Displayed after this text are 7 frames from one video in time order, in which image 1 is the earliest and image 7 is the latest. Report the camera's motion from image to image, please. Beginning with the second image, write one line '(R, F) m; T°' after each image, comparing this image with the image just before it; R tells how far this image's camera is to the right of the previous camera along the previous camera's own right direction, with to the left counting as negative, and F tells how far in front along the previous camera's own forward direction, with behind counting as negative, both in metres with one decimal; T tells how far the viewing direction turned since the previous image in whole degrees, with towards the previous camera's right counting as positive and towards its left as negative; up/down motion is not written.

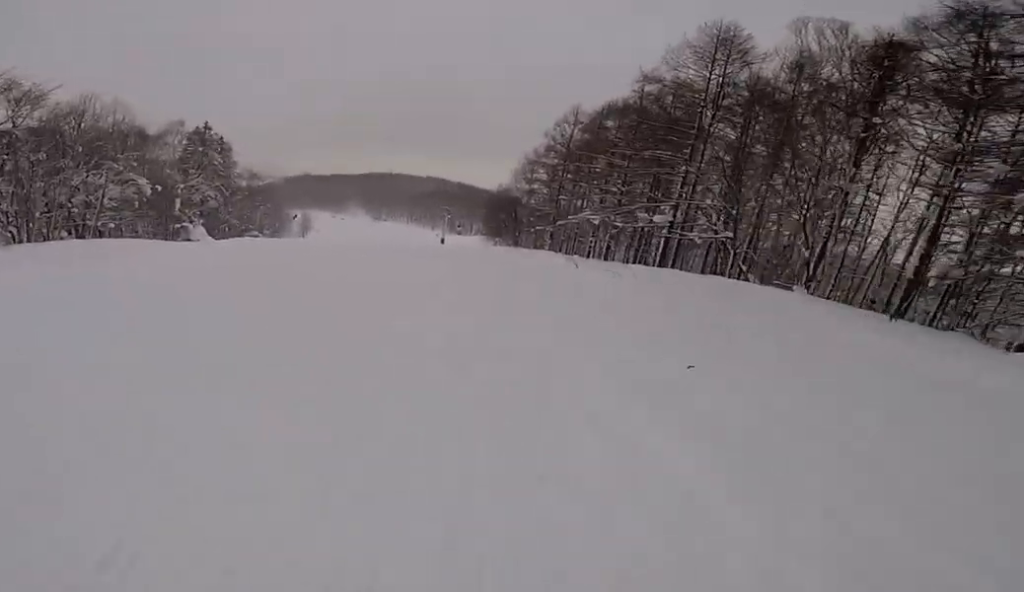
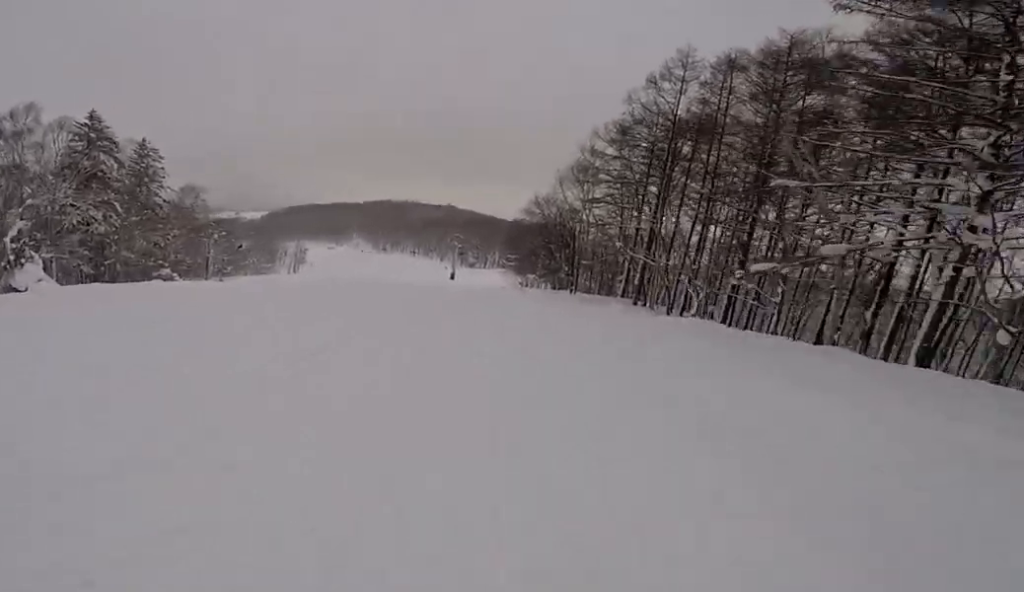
(-2.1, +27.8) m; -4°
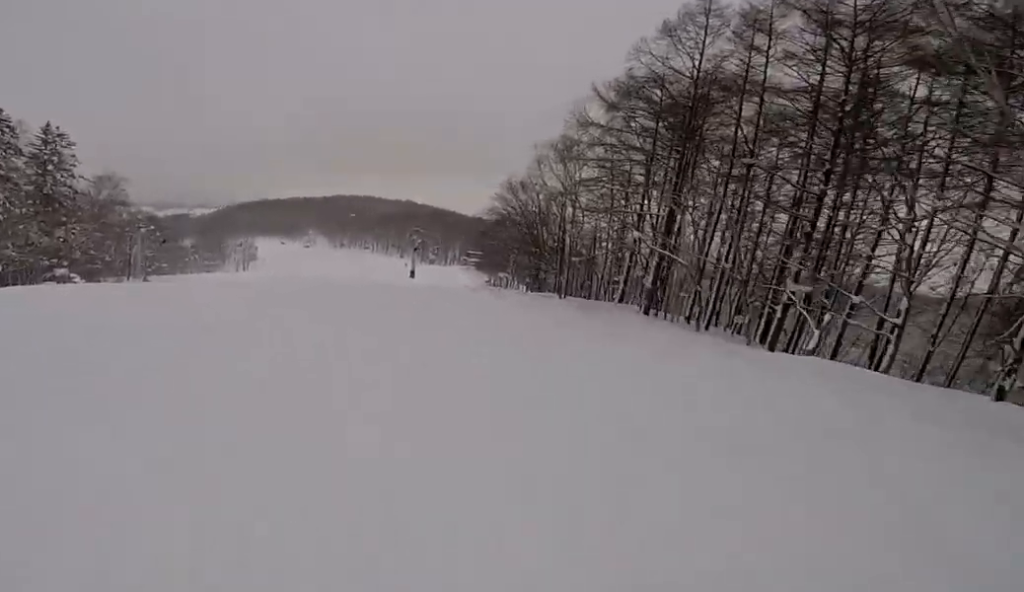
(+1.0, +8.8) m; 0°
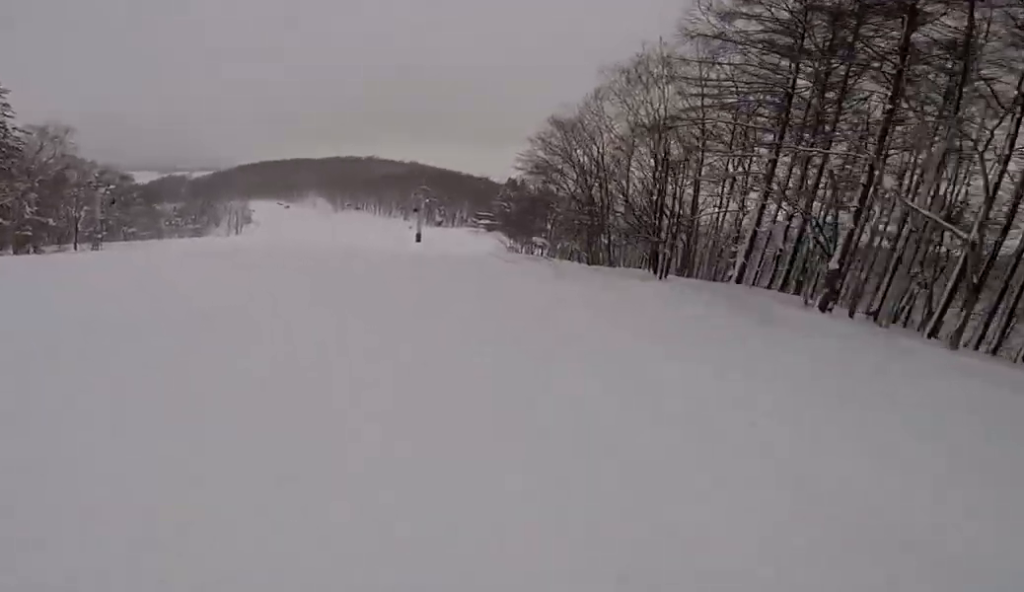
(-1.5, +11.9) m; -4°
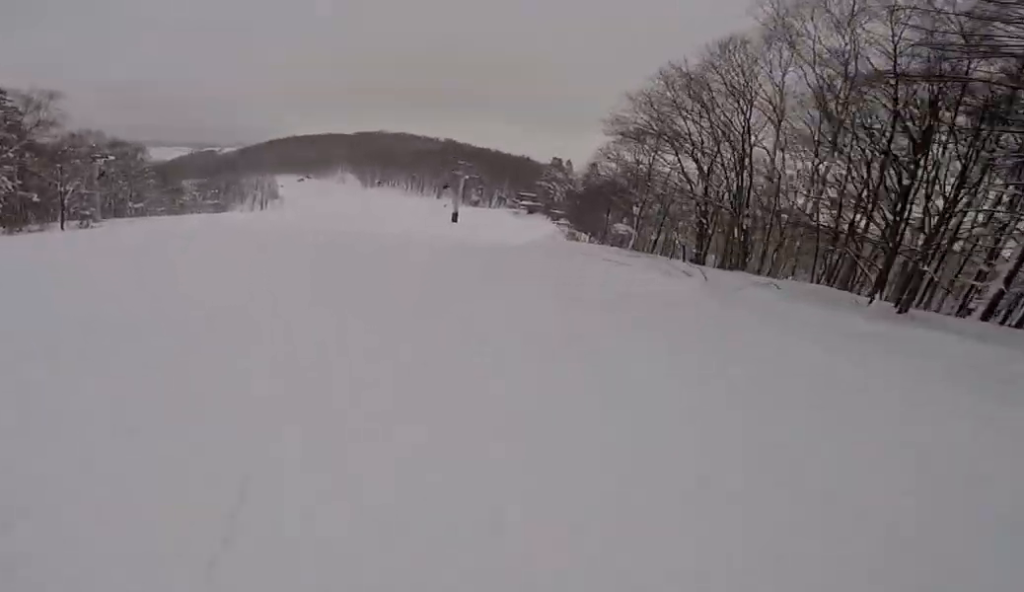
(+0.4, +8.3) m; +3°
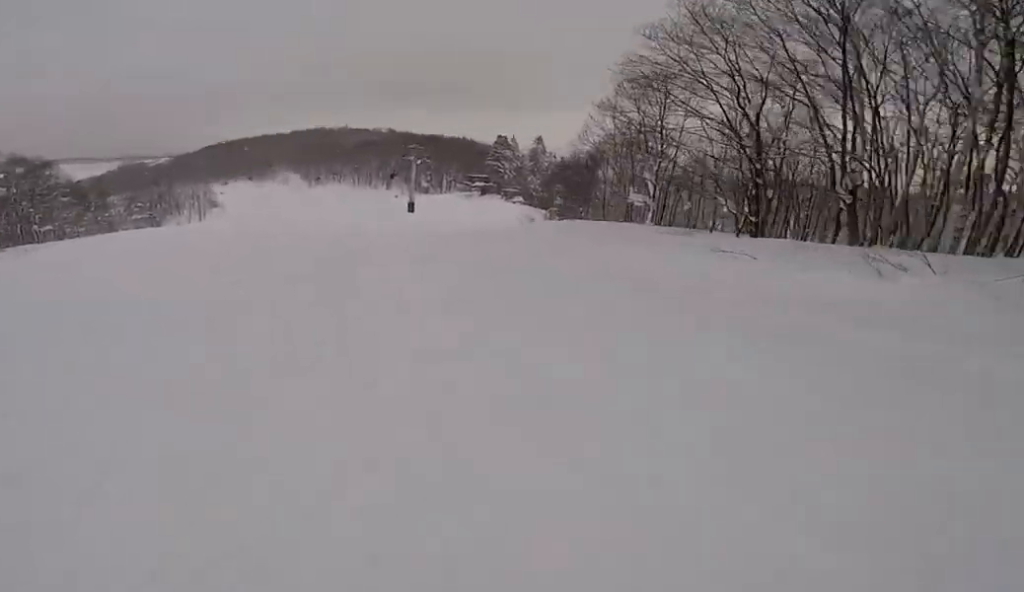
(+0.2, +7.7) m; +1°
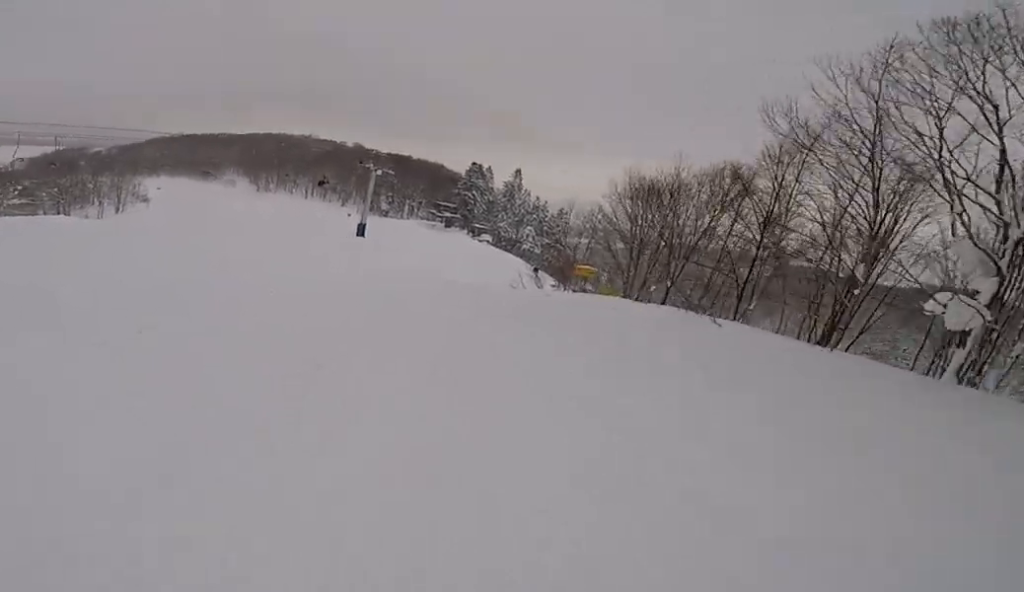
(-0.1, +17.1) m; -1°
